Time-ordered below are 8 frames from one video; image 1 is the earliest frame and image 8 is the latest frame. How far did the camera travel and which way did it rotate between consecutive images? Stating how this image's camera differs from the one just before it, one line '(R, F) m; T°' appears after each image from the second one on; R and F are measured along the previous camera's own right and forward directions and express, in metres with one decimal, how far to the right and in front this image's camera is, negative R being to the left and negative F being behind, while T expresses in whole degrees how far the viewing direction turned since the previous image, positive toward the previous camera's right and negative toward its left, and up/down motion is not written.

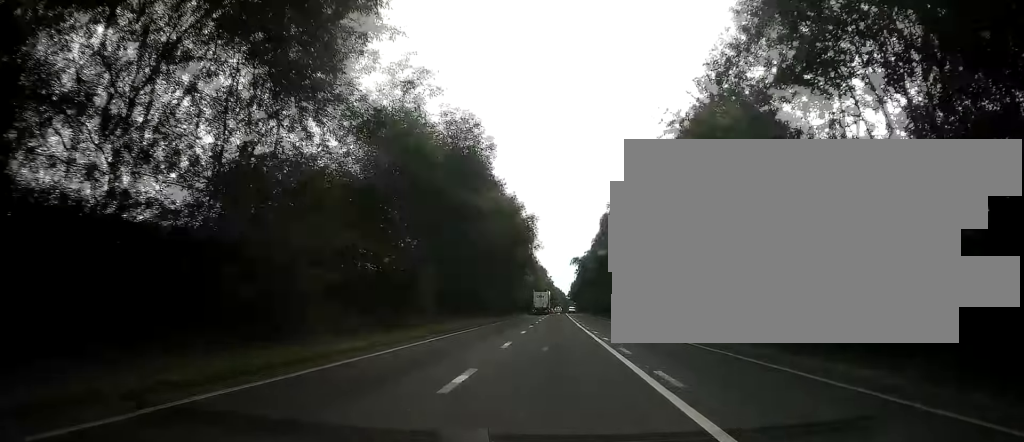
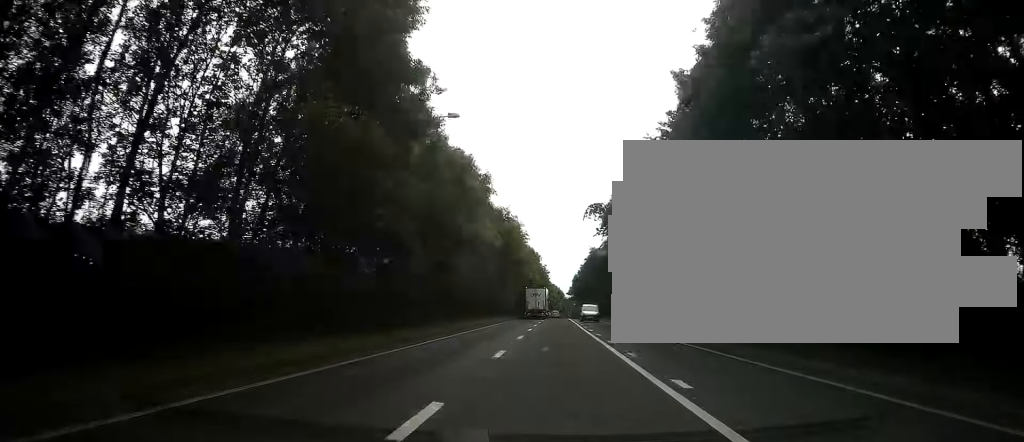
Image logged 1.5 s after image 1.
(+0.5, +49.5) m; +1°
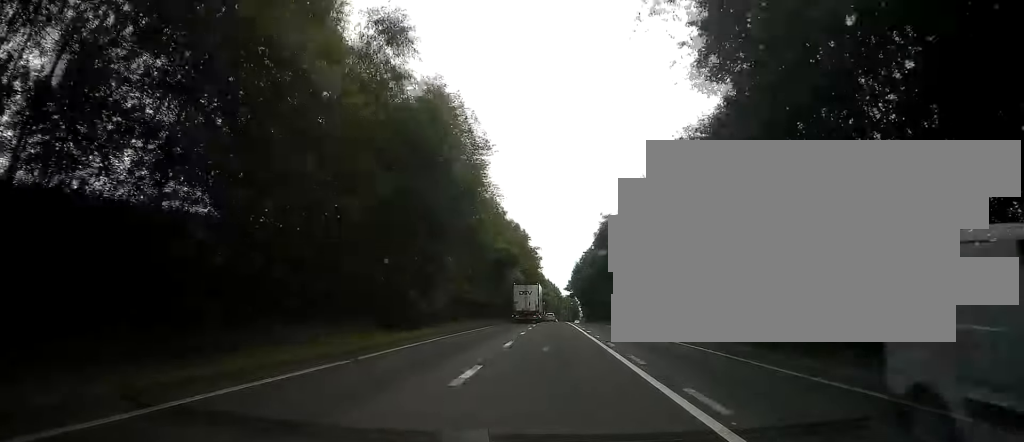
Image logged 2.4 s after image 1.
(0.0, +32.7) m; 0°
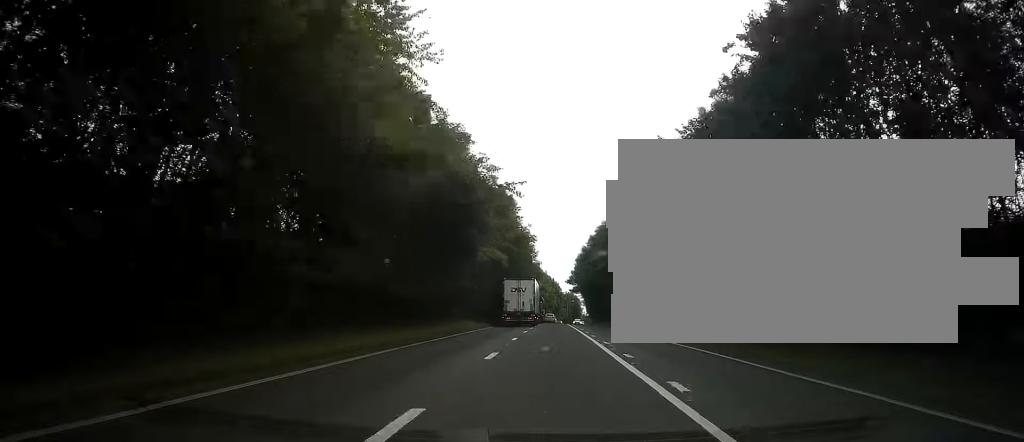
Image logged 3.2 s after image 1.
(-0.1, +23.4) m; 0°
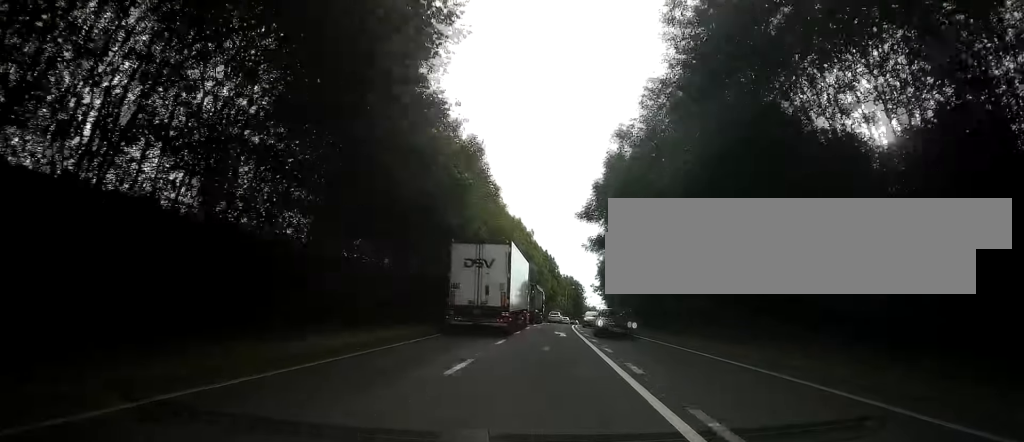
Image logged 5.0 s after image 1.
(+0.1, +59.4) m; 0°
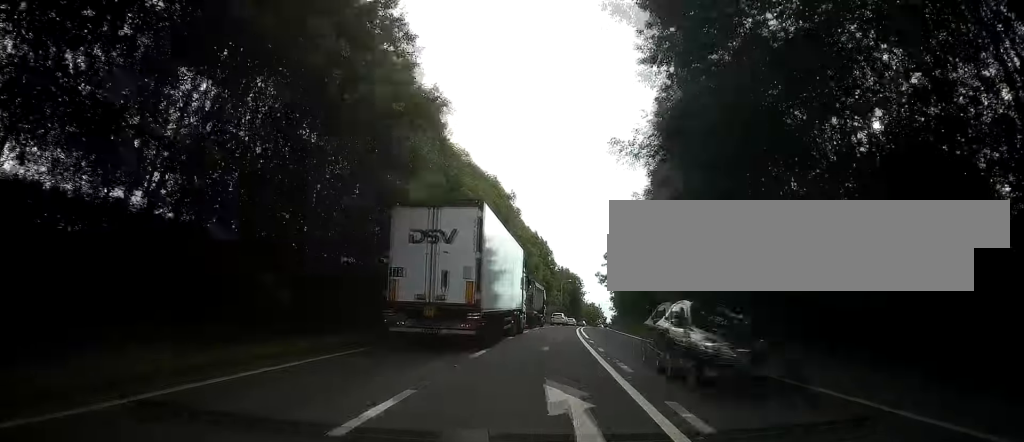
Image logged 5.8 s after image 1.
(0.0, +24.2) m; 0°
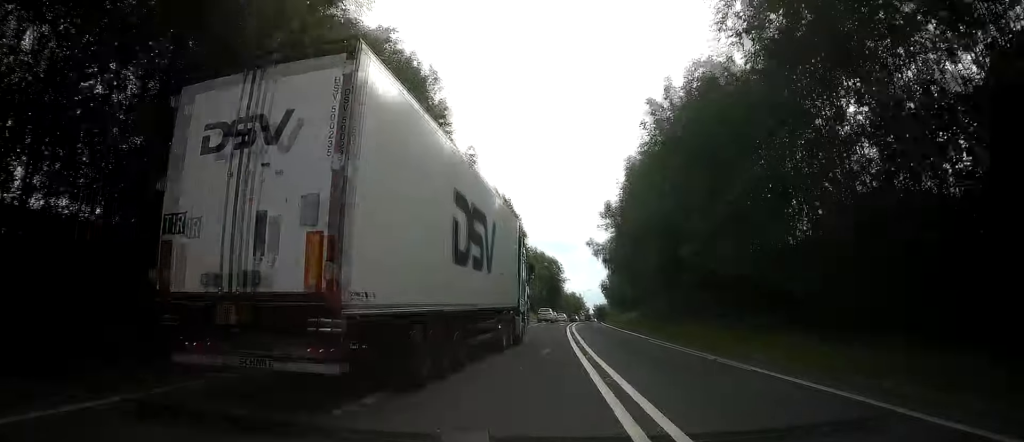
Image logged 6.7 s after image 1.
(-0.1, +26.2) m; +1°
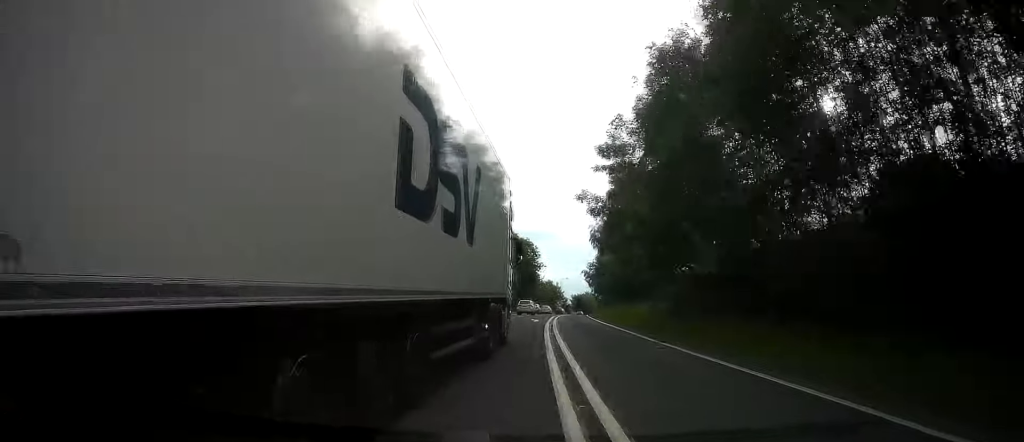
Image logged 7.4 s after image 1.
(+0.3, +18.1) m; +1°
